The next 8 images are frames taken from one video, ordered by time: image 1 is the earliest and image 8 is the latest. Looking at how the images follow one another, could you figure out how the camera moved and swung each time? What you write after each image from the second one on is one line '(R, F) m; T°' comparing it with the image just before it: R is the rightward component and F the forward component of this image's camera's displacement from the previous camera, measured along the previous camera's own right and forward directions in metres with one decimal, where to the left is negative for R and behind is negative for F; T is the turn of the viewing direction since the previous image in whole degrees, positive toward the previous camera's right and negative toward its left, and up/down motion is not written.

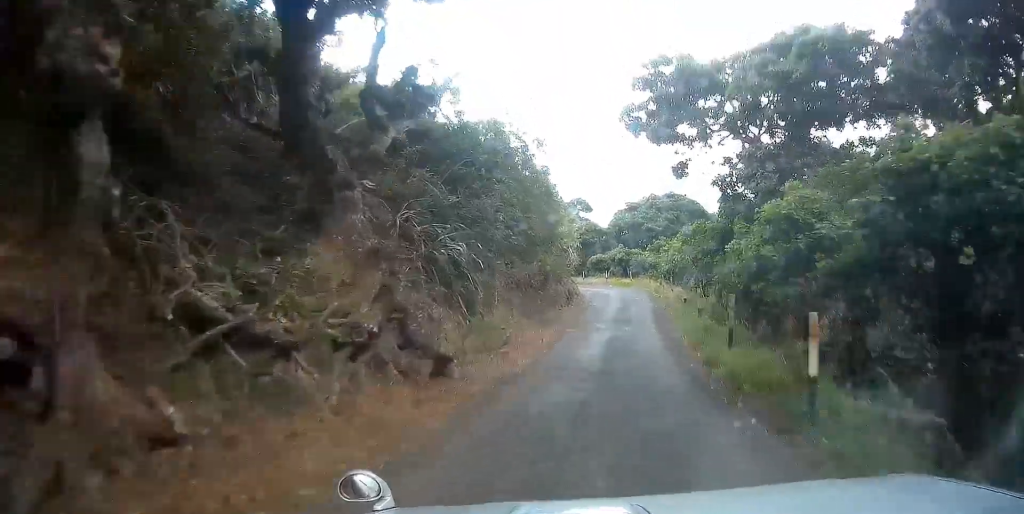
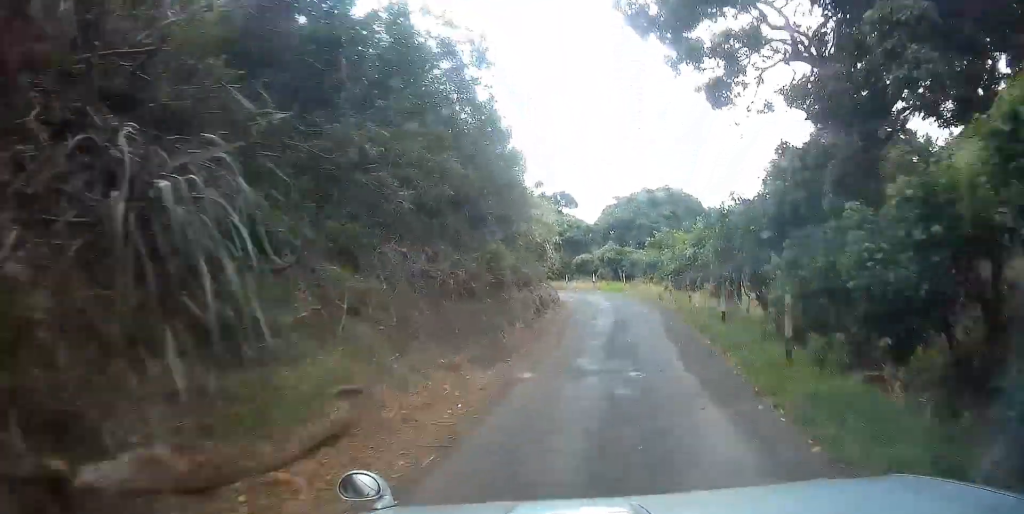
(0.0, +9.3) m; 0°
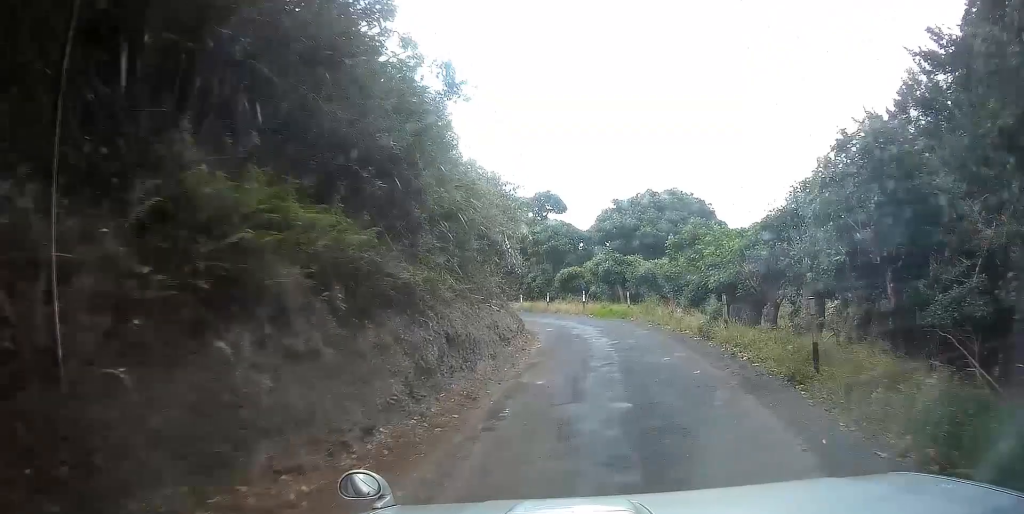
(0.0, +12.9) m; -1°
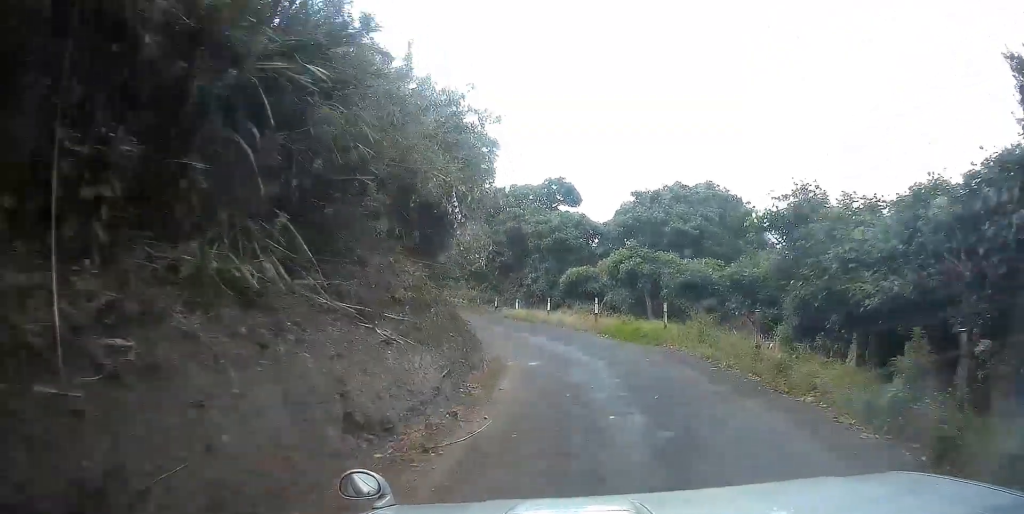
(-0.2, +9.6) m; -3°
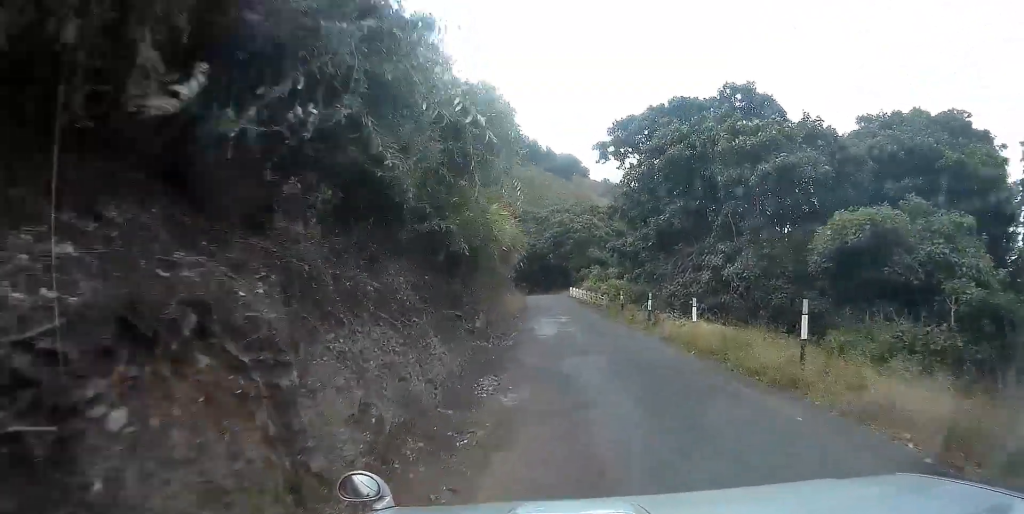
(-1.5, +20.8) m; -9°
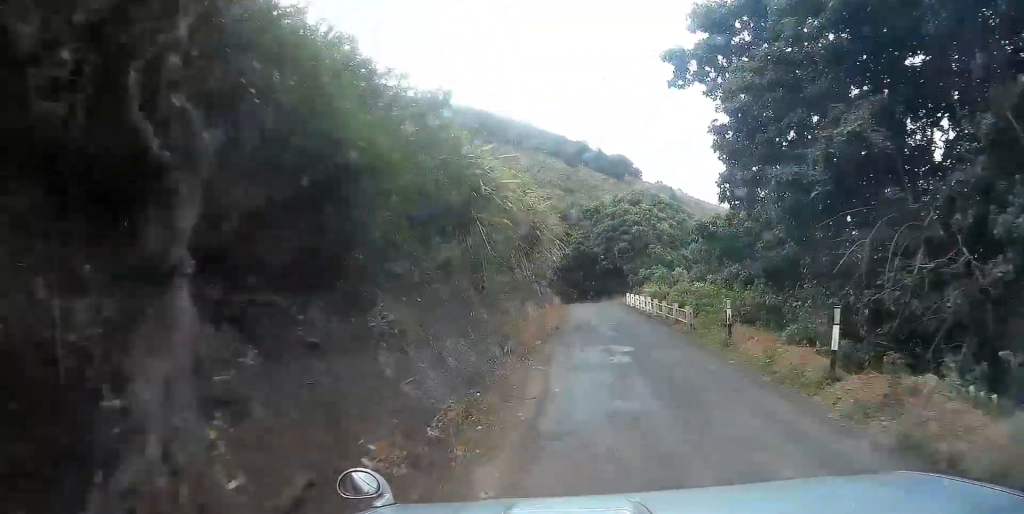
(-0.8, +12.5) m; -8°
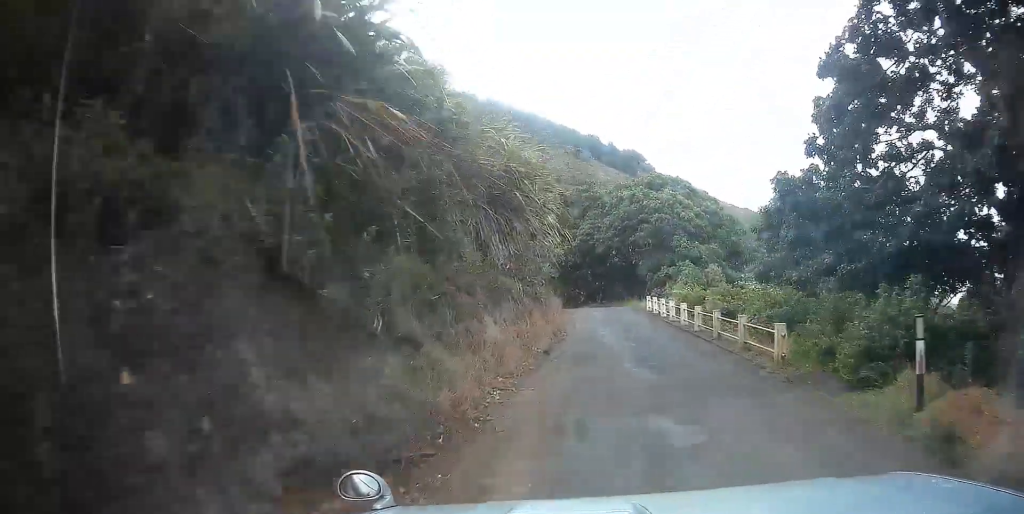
(-0.4, +8.3) m; -2°
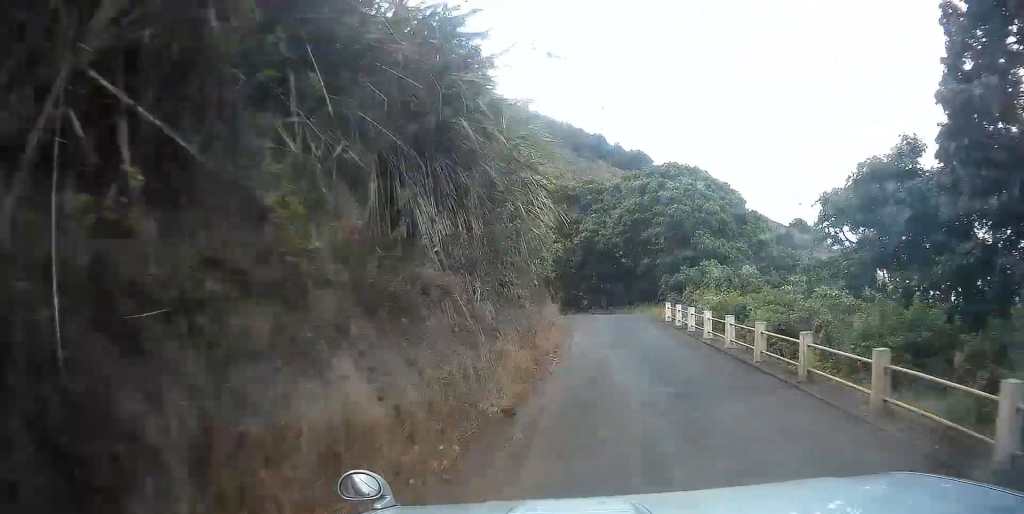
(-0.2, +6.2) m; 0°
